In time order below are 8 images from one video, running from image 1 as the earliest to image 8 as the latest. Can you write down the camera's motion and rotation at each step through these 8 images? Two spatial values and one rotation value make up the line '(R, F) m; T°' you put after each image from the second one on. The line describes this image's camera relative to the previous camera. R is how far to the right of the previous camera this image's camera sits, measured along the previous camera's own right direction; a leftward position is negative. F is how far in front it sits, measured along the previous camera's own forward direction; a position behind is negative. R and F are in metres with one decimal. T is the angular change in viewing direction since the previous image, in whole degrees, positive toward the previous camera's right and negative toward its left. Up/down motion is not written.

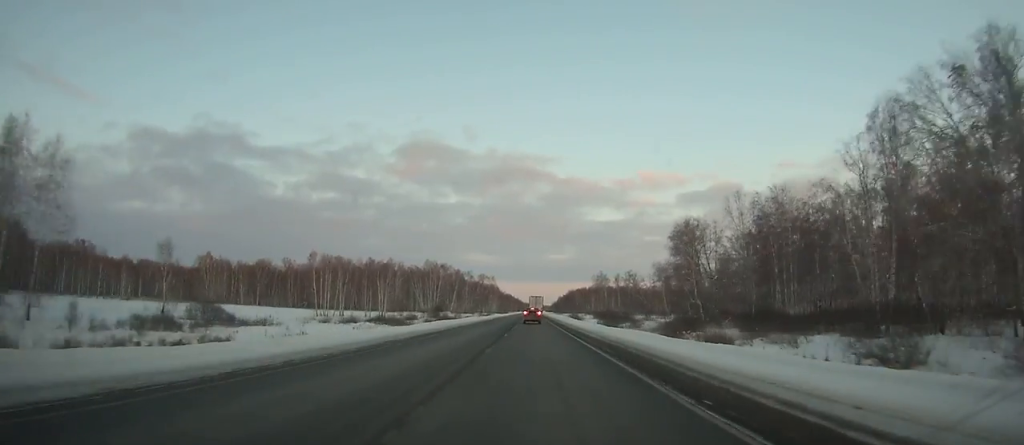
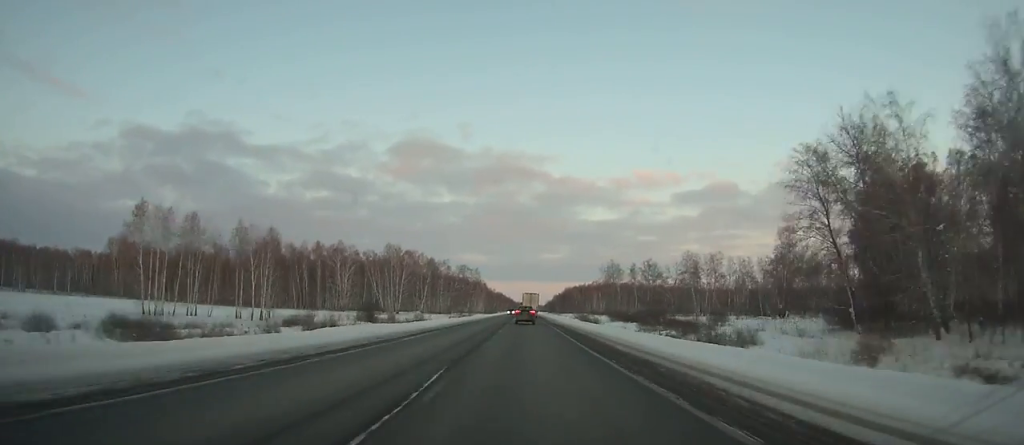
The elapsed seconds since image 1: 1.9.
(+0.2, +55.3) m; 0°
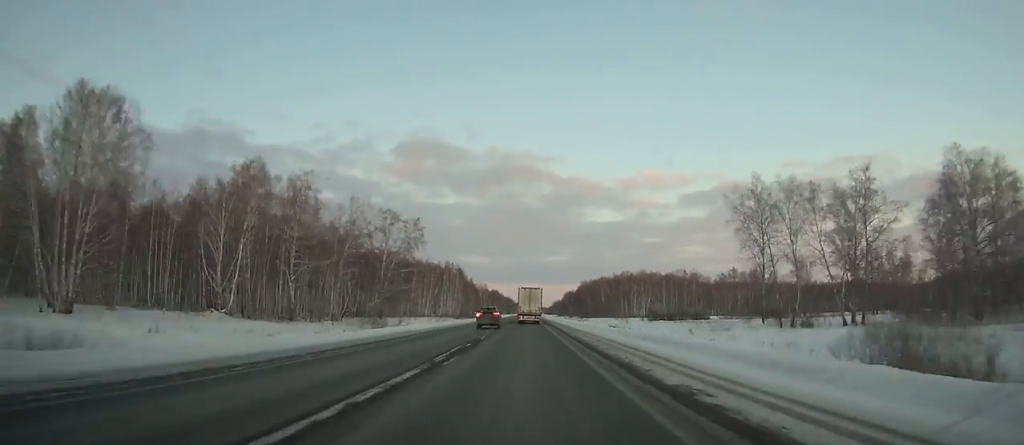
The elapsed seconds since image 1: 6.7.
(+0.2, +137.0) m; 0°
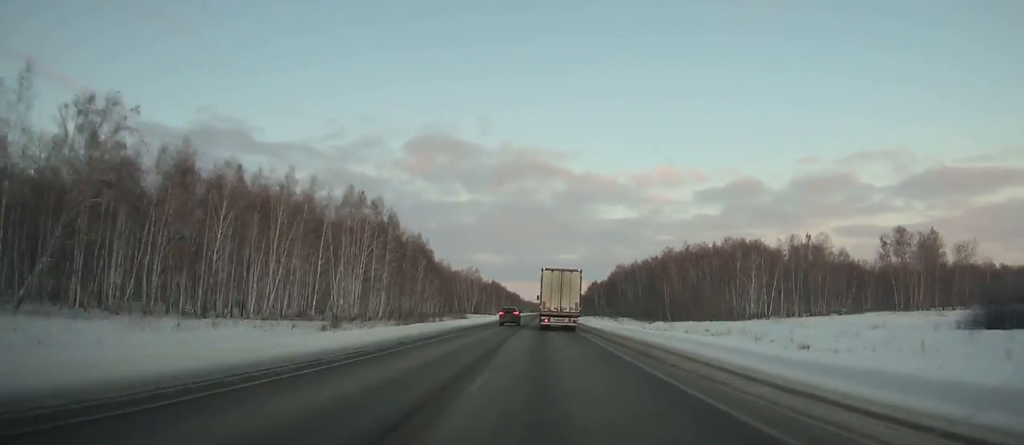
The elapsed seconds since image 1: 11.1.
(-0.5, +124.4) m; 0°
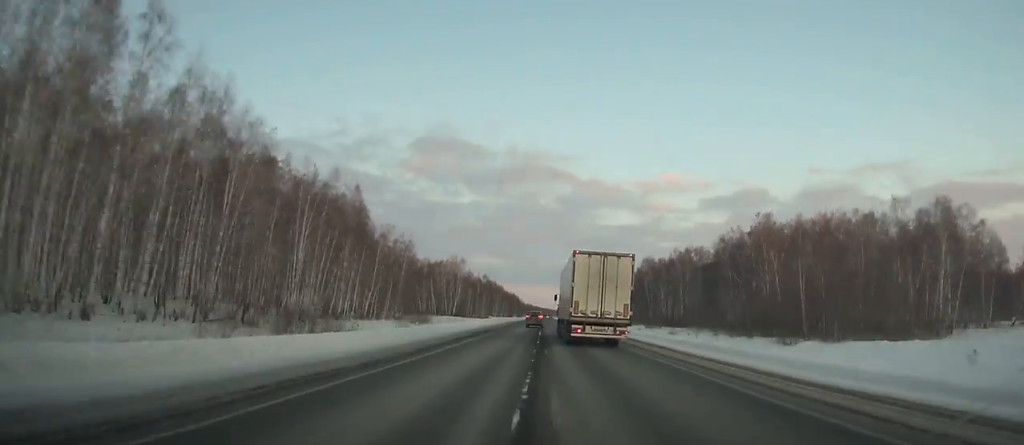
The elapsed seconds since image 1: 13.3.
(-0.1, +63.1) m; 0°
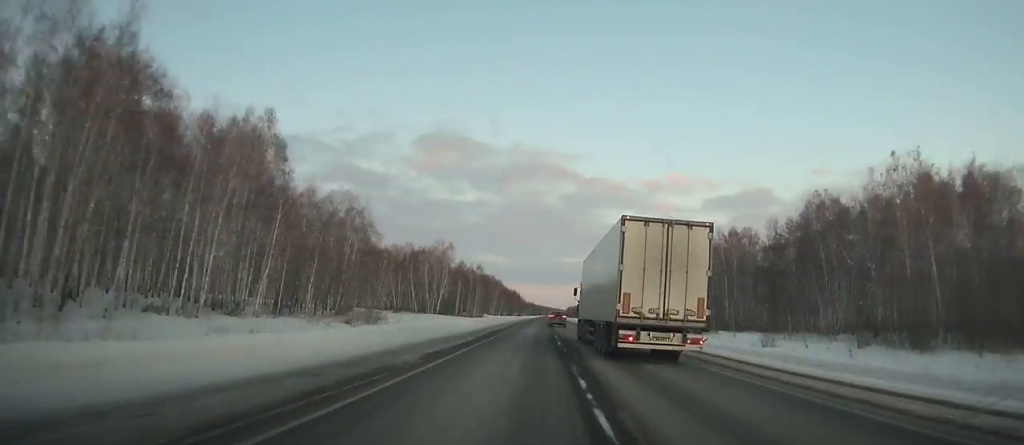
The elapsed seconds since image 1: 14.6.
(0.0, +37.6) m; 0°
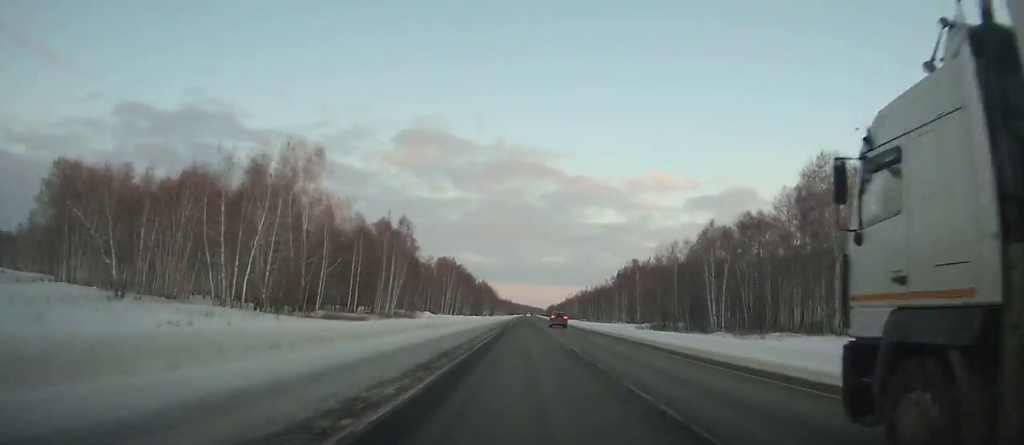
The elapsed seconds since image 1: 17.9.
(+0.5, +98.2) m; +1°
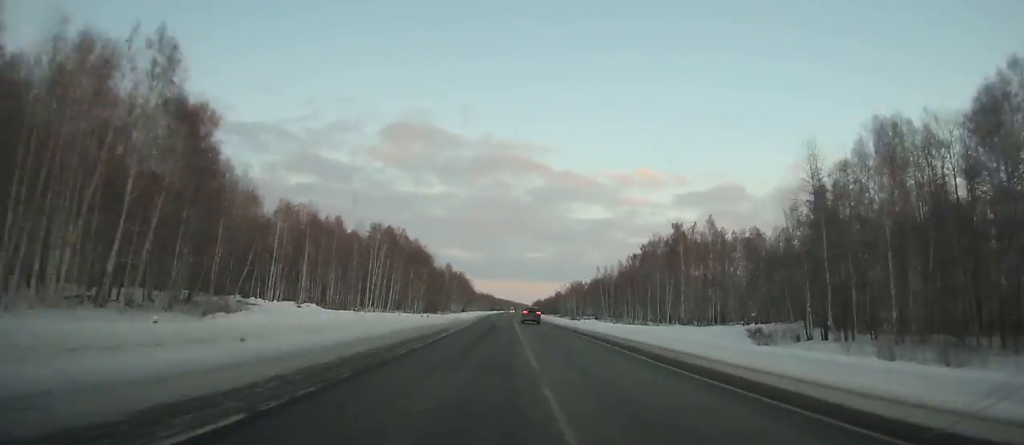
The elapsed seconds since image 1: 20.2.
(+0.7, +70.1) m; +1°
